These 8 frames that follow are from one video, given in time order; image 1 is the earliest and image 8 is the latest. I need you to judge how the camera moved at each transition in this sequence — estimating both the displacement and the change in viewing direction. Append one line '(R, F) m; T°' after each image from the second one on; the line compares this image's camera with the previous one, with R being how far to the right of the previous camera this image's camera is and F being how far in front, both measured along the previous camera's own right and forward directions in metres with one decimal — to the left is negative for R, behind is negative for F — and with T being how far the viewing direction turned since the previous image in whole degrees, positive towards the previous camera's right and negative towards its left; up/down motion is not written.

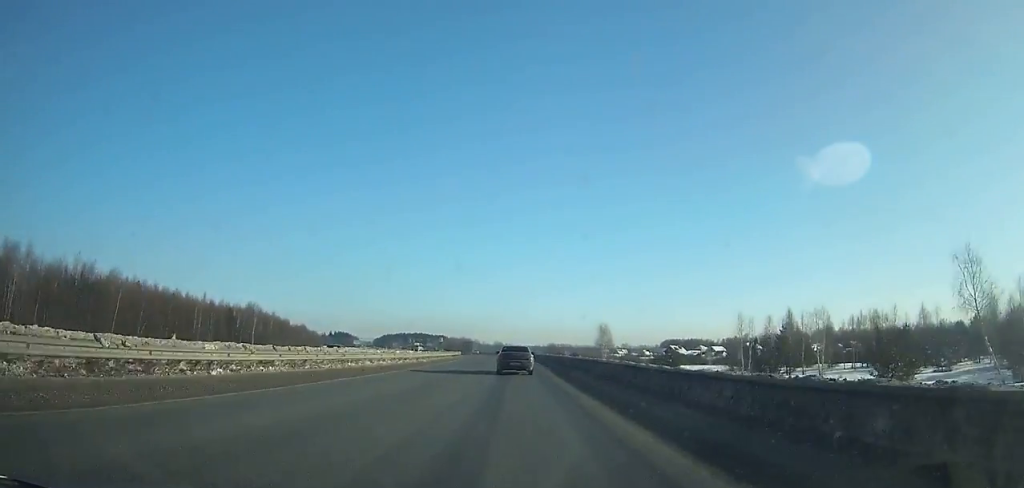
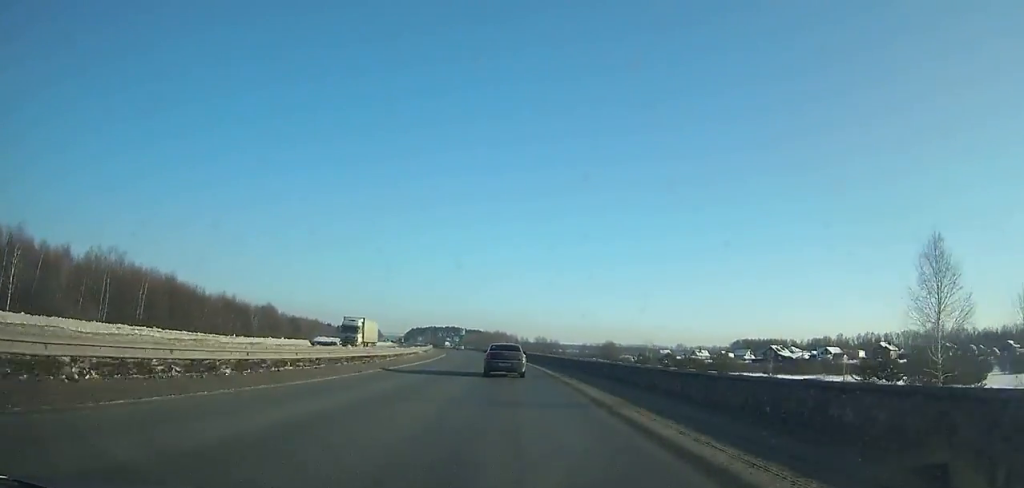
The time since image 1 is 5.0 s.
(-3.6, +103.1) m; -5°
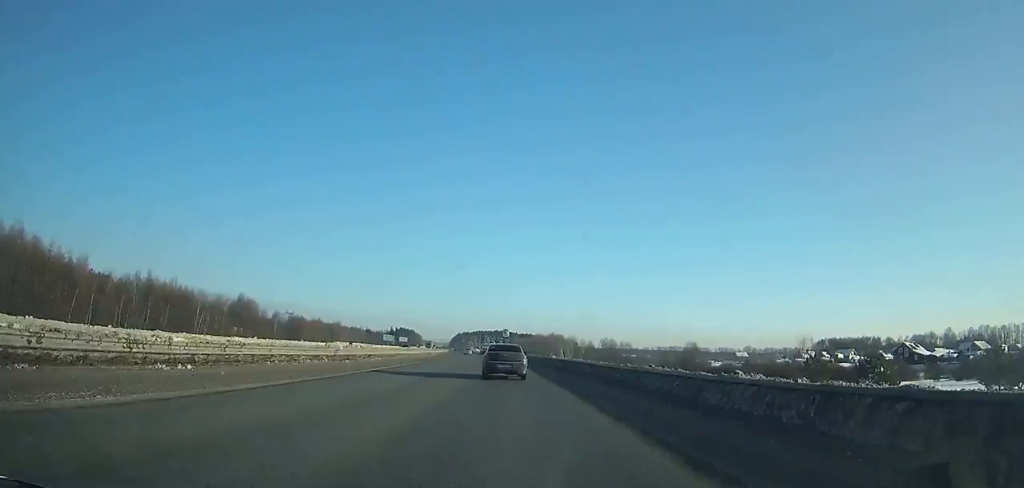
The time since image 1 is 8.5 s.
(-3.3, +70.3) m; -5°
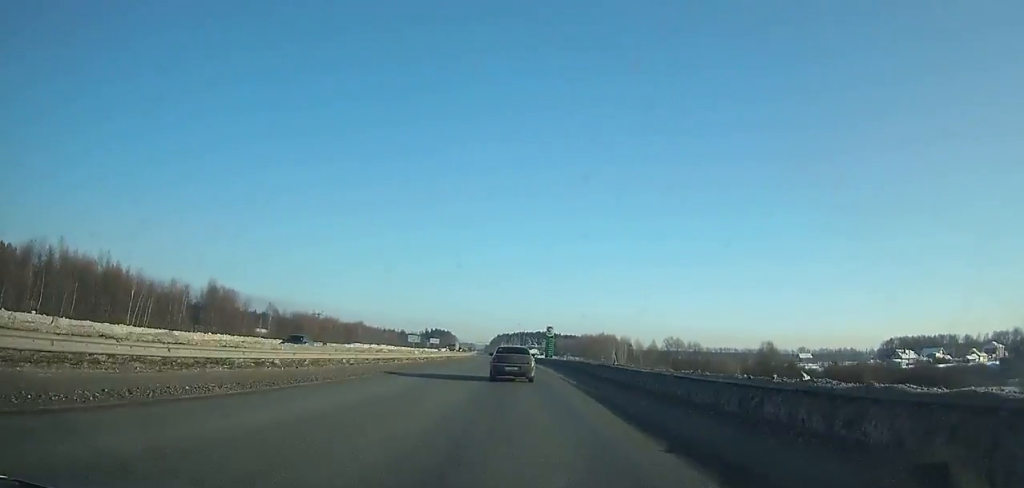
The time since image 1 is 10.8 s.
(-1.2, +45.6) m; -3°
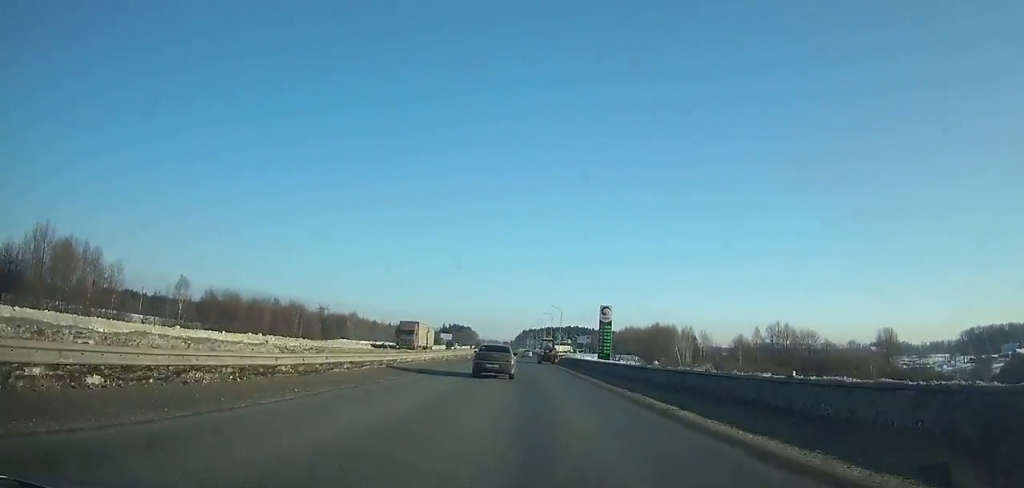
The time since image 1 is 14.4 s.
(-1.9, +70.4) m; -2°
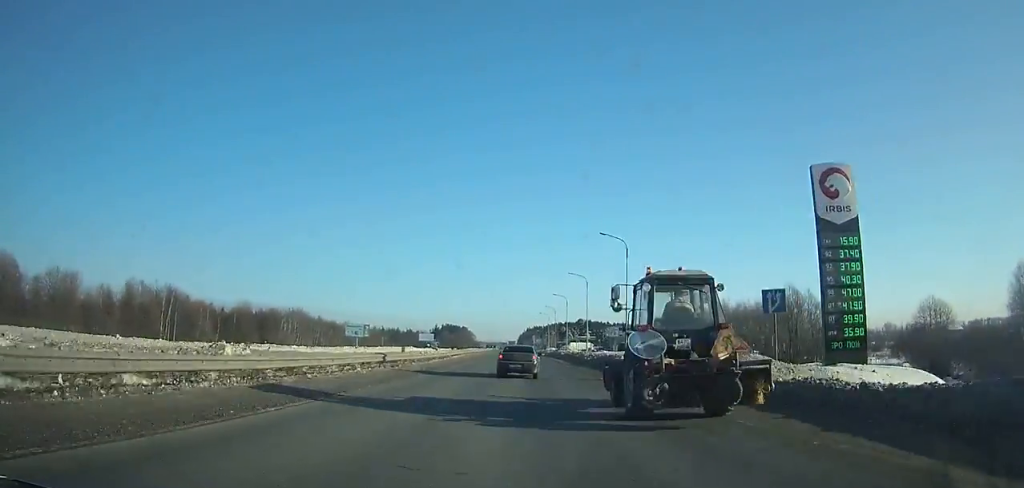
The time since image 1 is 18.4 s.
(-0.3, +76.7) m; 0°
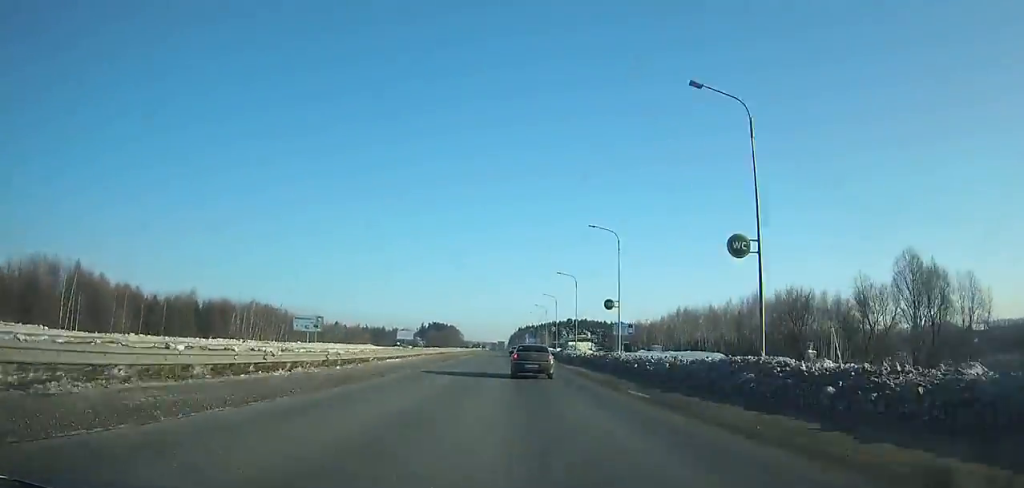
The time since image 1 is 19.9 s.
(0.0, +27.9) m; 0°
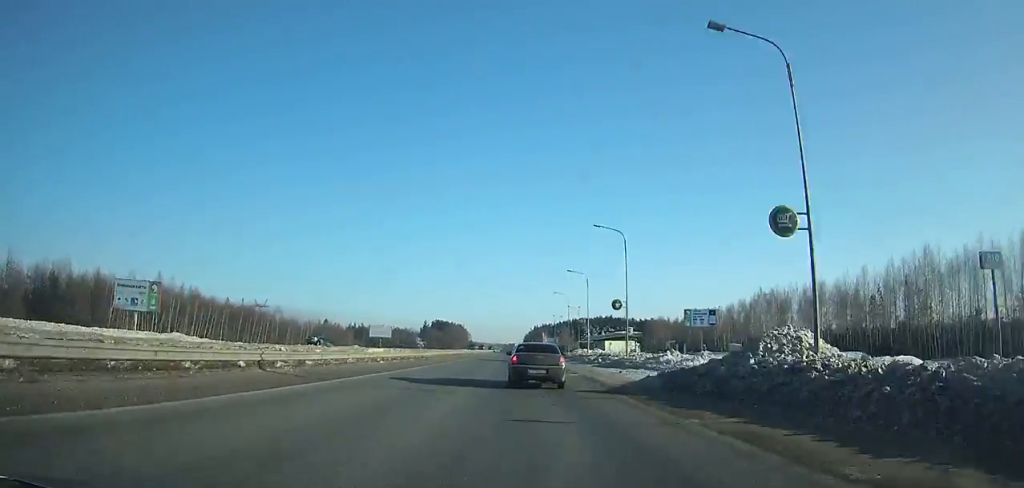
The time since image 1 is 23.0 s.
(-0.2, +54.8) m; -1°
